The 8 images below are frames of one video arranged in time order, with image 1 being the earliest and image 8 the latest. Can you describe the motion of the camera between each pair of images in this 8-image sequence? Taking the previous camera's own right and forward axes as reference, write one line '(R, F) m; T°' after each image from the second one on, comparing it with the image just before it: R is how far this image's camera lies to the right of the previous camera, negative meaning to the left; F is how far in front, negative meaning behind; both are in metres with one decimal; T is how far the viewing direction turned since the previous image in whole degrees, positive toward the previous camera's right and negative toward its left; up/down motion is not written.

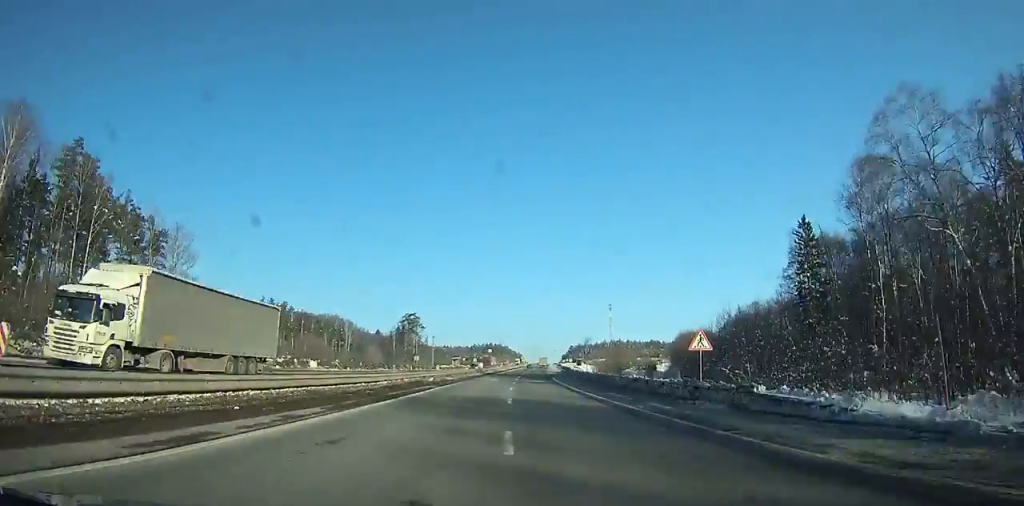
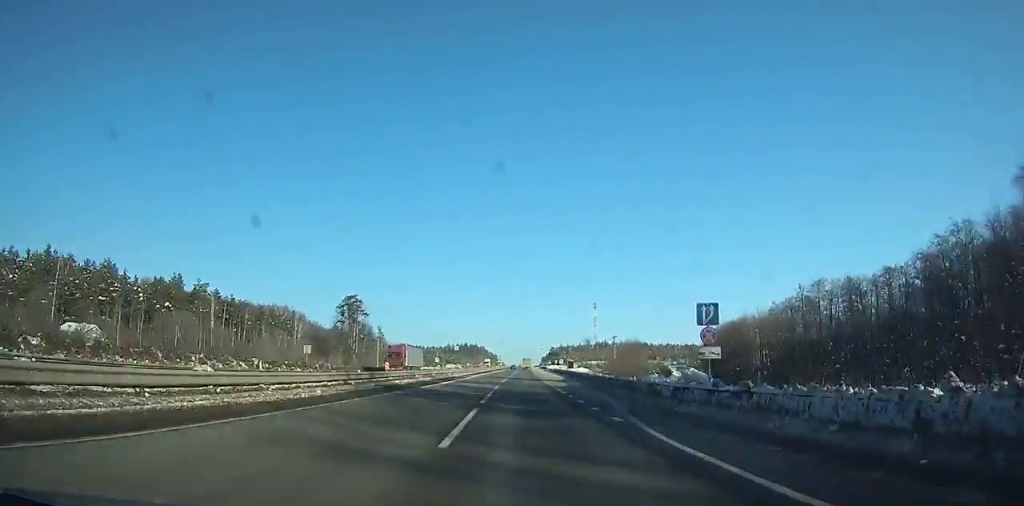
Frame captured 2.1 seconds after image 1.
(+1.0, +55.4) m; +1°
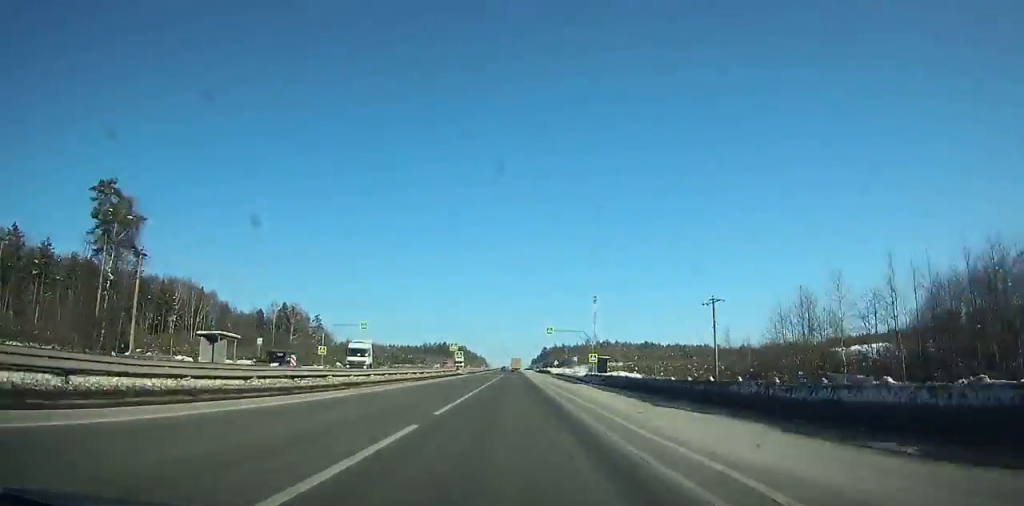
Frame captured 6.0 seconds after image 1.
(+1.1, +102.3) m; 0°
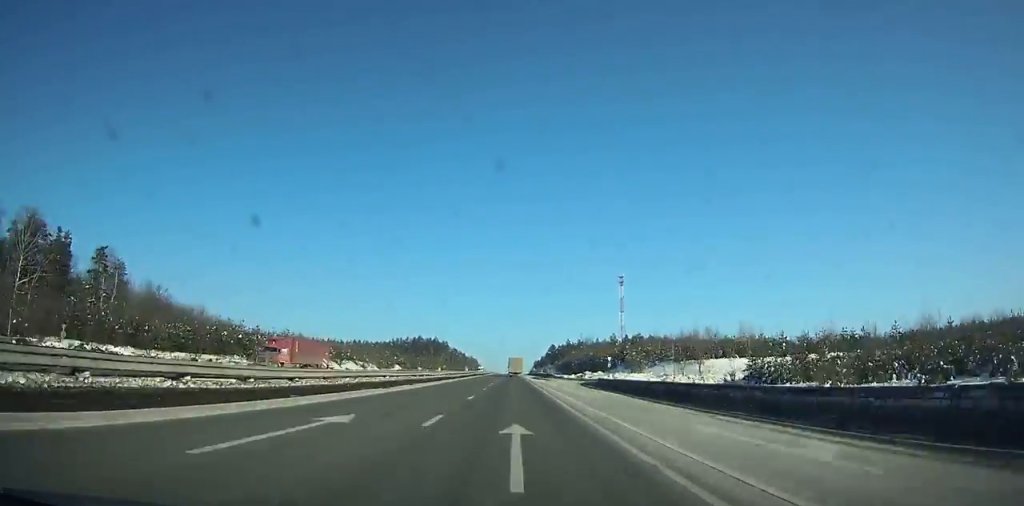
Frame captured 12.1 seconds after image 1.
(-0.3, +158.5) m; 0°
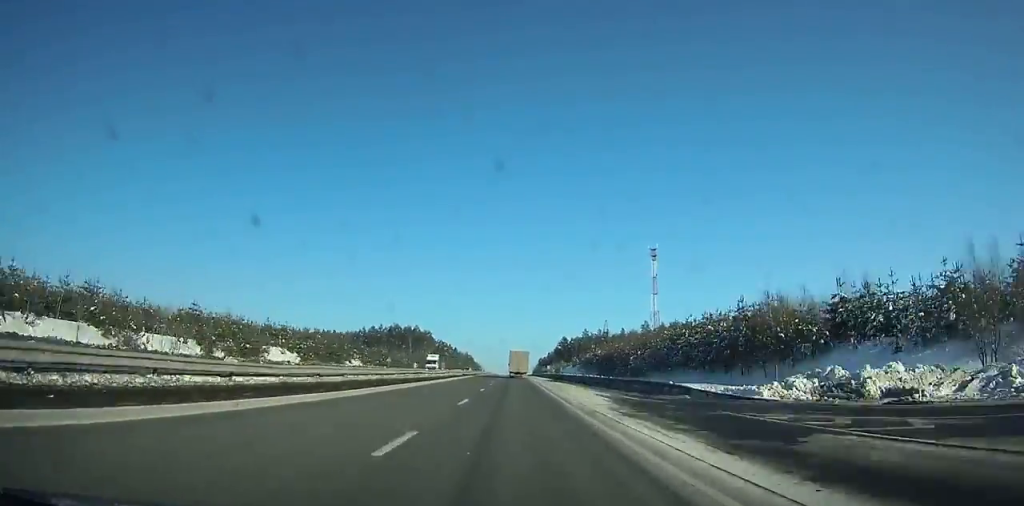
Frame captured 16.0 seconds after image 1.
(0.0, +99.3) m; 0°
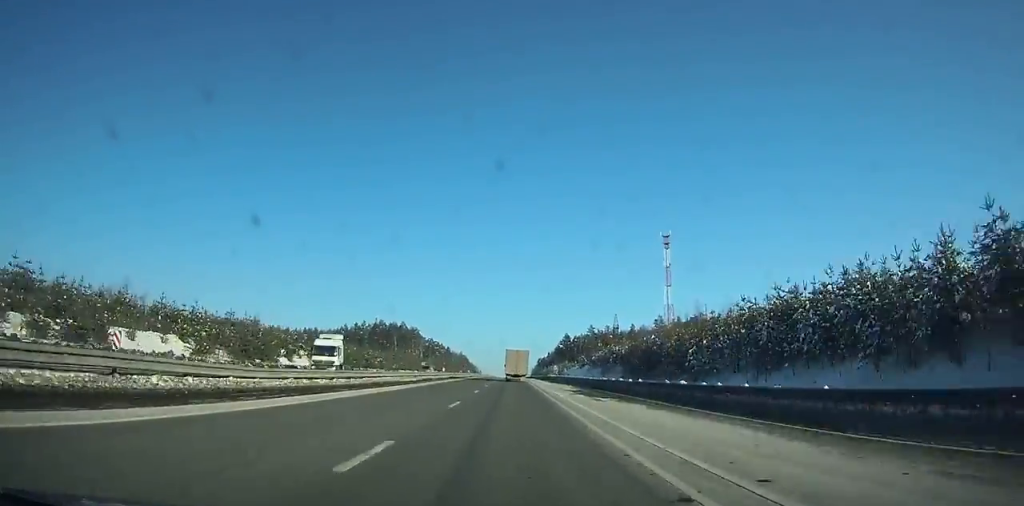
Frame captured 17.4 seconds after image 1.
(-0.1, +34.9) m; 0°
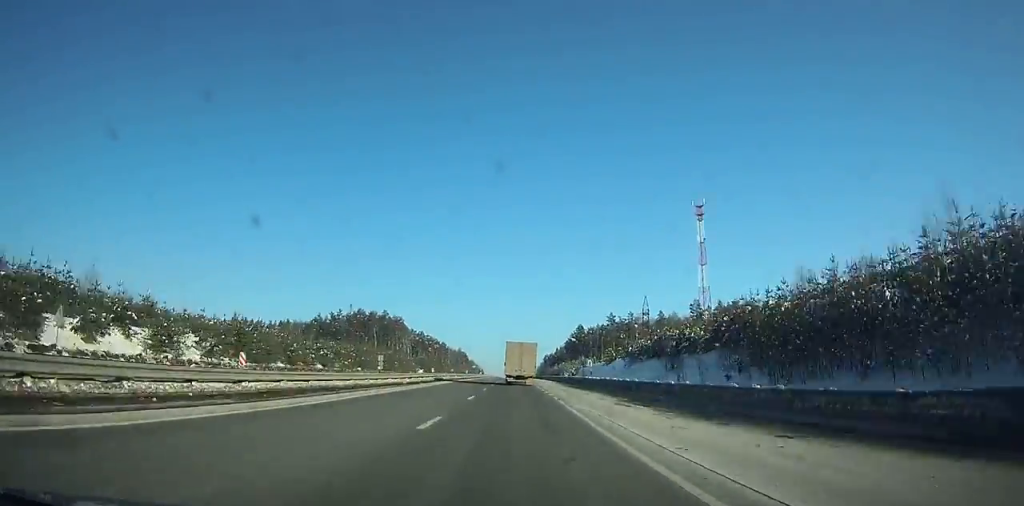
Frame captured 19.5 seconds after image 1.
(-0.2, +52.1) m; -1°
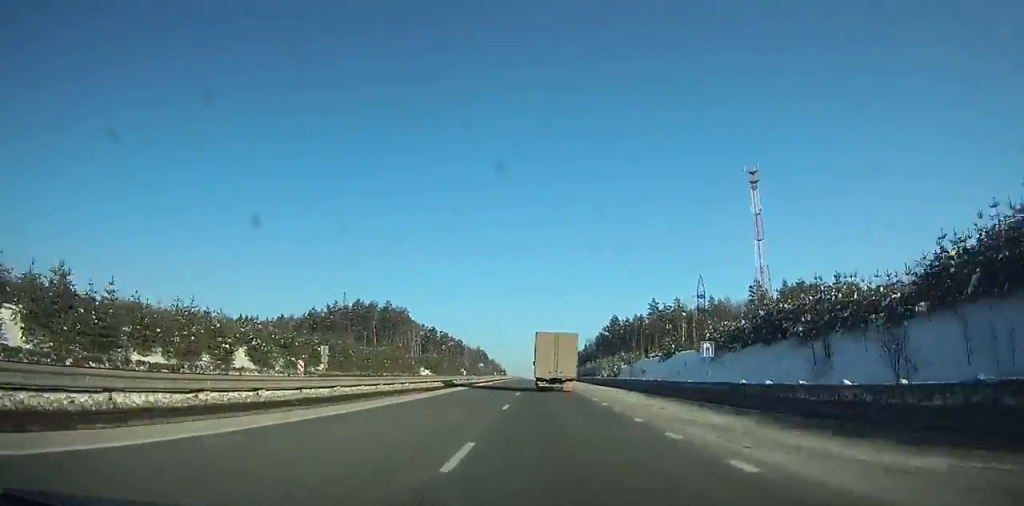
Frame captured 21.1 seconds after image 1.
(-0.3, +39.6) m; 0°
